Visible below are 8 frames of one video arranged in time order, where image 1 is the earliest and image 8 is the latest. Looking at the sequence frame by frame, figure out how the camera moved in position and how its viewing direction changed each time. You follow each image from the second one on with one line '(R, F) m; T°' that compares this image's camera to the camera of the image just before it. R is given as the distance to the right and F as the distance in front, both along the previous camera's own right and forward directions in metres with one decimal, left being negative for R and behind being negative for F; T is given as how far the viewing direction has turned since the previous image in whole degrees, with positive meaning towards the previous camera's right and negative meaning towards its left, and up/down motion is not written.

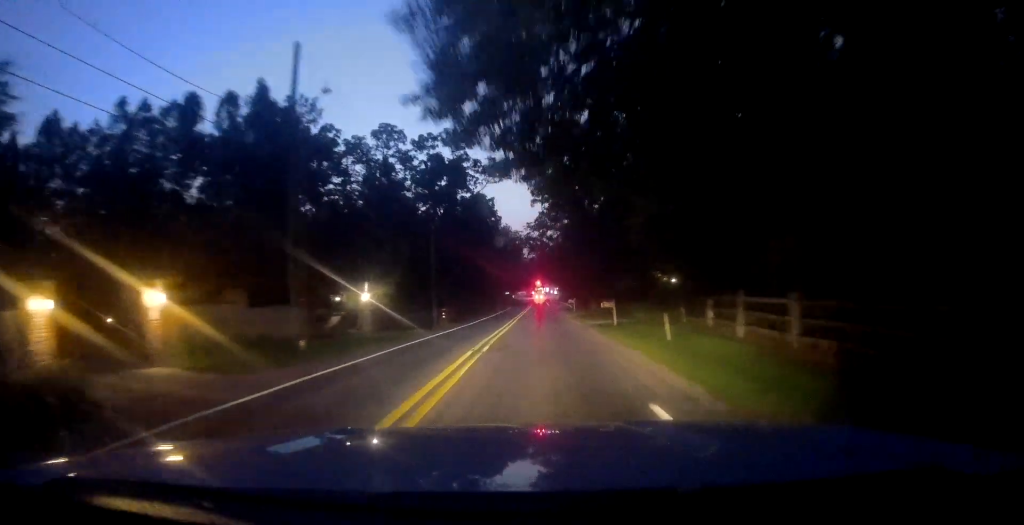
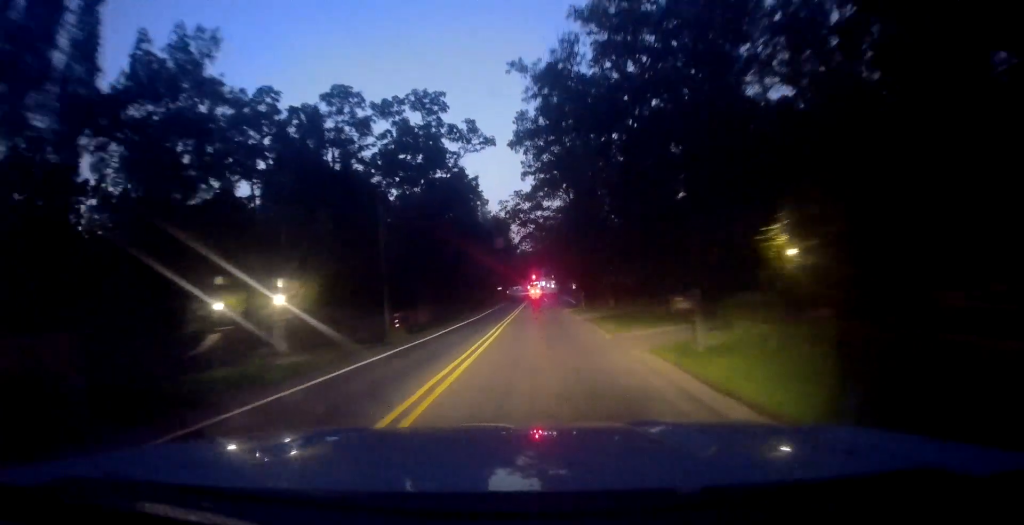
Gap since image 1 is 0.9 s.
(0.0, +14.8) m; 0°
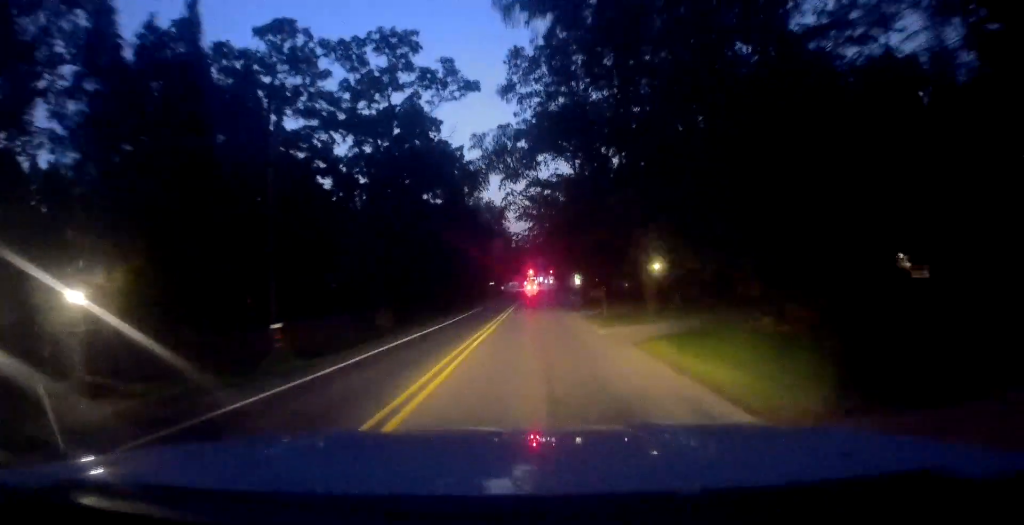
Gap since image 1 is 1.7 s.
(0.0, +14.7) m; 0°
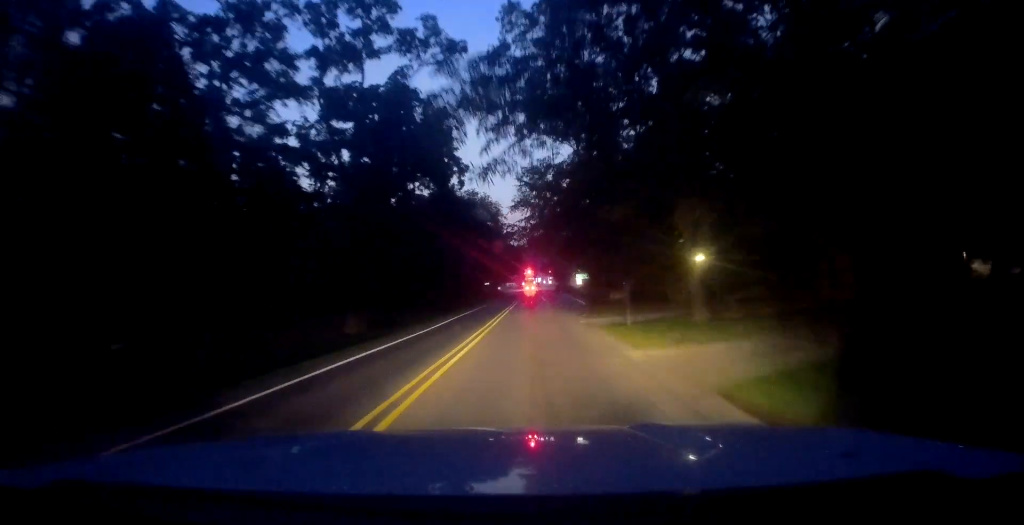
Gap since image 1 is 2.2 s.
(0.0, +7.5) m; -1°
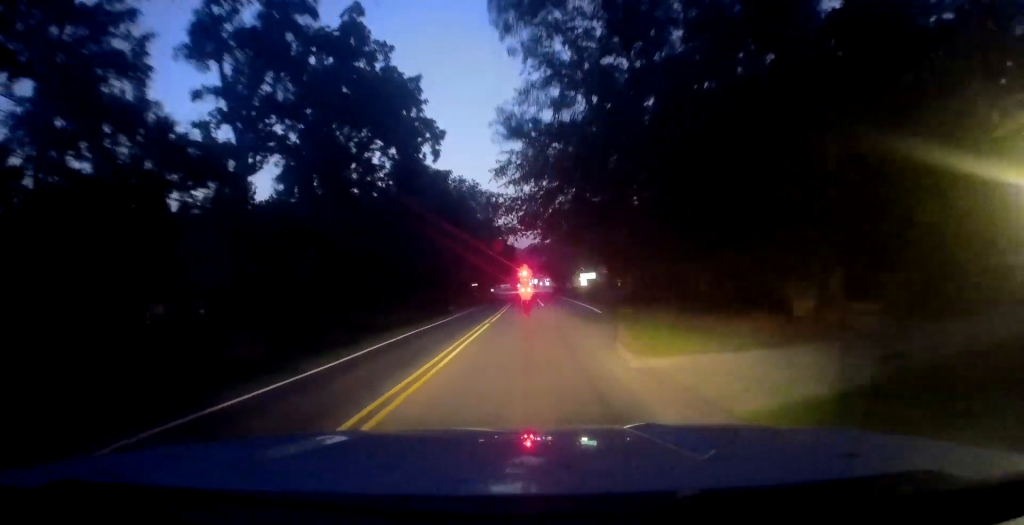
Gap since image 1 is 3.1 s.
(-0.2, +15.5) m; 0°
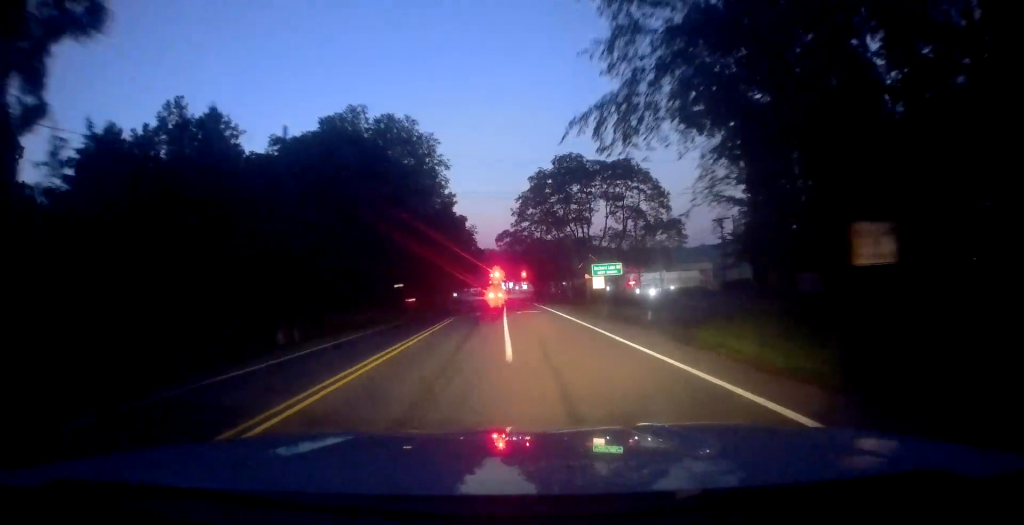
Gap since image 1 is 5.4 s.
(+1.7, +39.1) m; +3°
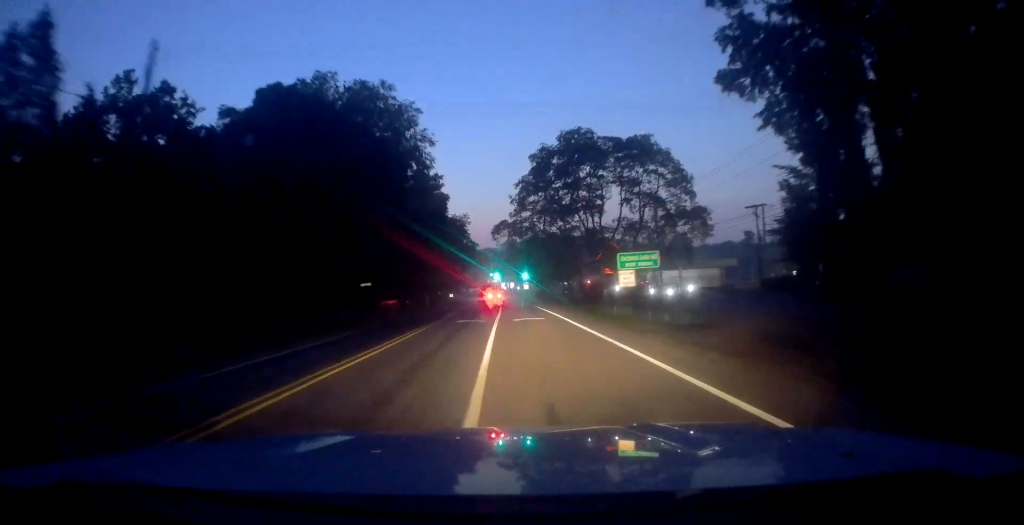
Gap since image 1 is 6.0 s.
(-0.1, +11.2) m; -1°
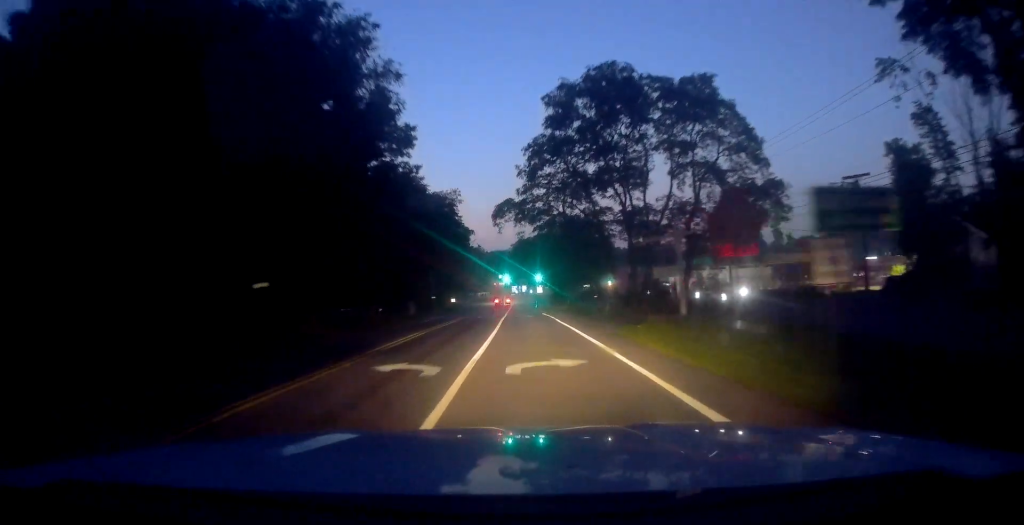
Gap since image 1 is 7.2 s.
(-0.1, +18.8) m; -1°
